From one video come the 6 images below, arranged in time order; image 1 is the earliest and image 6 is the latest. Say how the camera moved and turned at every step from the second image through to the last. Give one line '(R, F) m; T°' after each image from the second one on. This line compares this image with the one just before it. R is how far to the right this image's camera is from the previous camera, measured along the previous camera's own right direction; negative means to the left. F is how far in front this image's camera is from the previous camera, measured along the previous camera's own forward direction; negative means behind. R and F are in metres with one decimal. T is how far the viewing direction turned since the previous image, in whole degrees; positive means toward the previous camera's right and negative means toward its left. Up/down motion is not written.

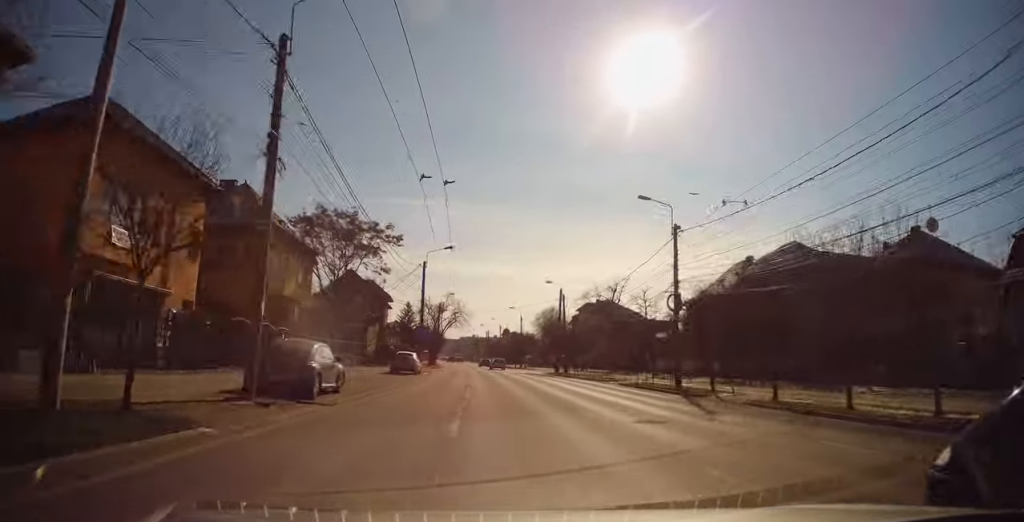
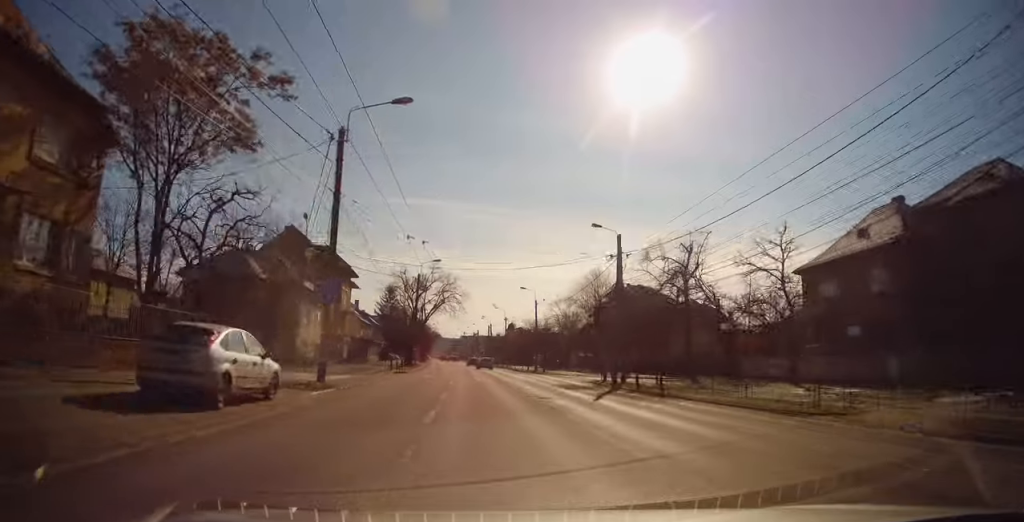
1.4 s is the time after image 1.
(0.0, +26.5) m; +1°
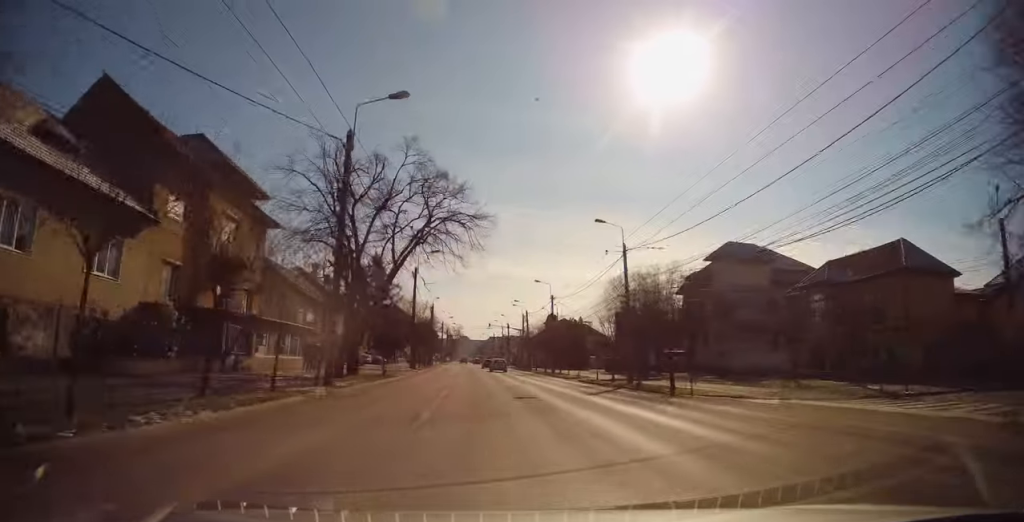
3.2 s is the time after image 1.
(-0.6, +35.2) m; -2°
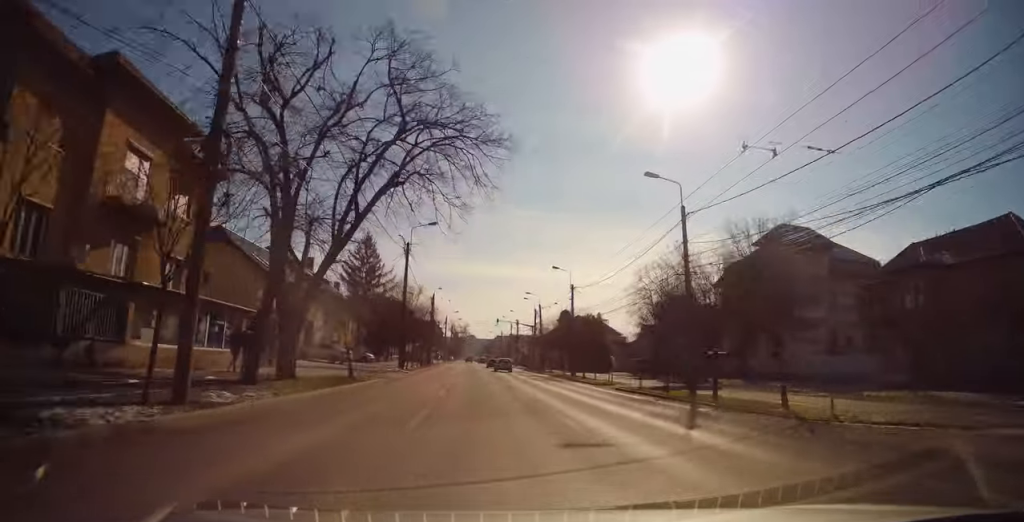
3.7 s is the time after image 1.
(0.0, +9.9) m; -1°
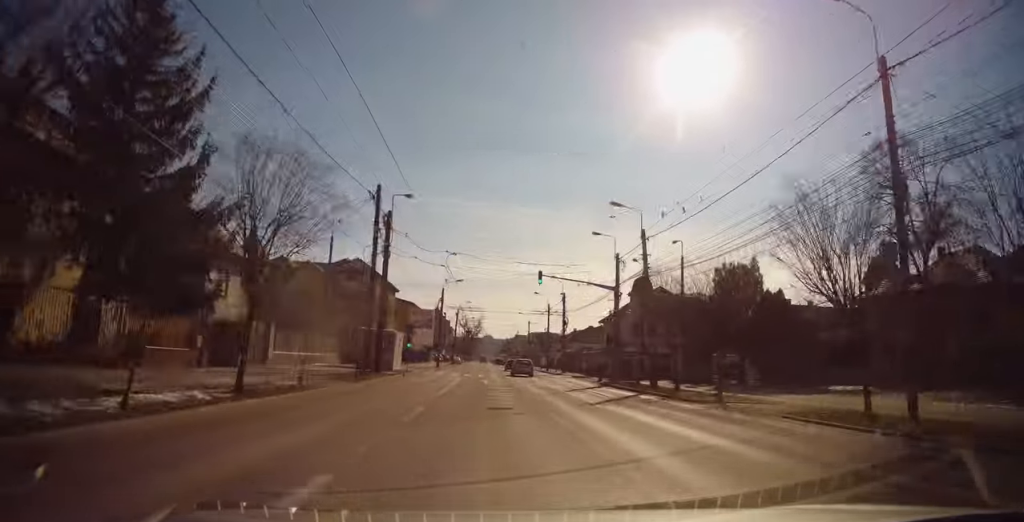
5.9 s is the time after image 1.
(-1.2, +43.7) m; -2°
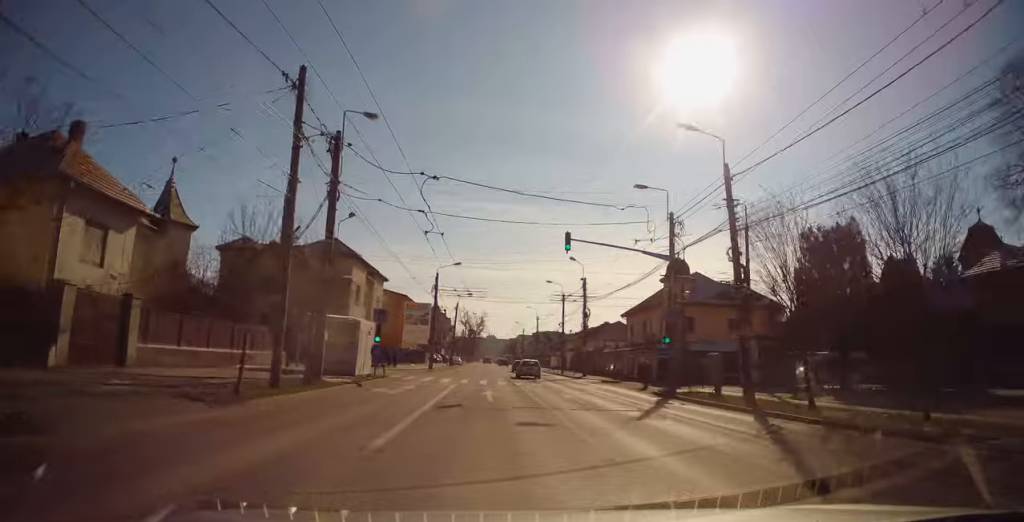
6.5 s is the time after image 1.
(+0.1, +11.4) m; 0°
